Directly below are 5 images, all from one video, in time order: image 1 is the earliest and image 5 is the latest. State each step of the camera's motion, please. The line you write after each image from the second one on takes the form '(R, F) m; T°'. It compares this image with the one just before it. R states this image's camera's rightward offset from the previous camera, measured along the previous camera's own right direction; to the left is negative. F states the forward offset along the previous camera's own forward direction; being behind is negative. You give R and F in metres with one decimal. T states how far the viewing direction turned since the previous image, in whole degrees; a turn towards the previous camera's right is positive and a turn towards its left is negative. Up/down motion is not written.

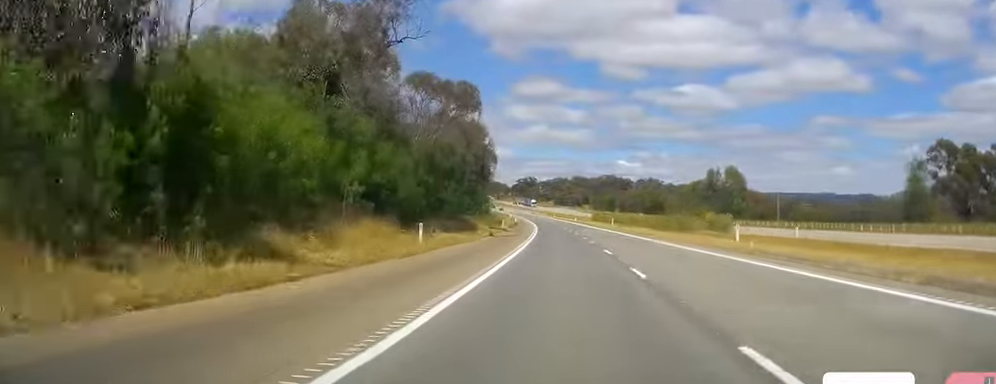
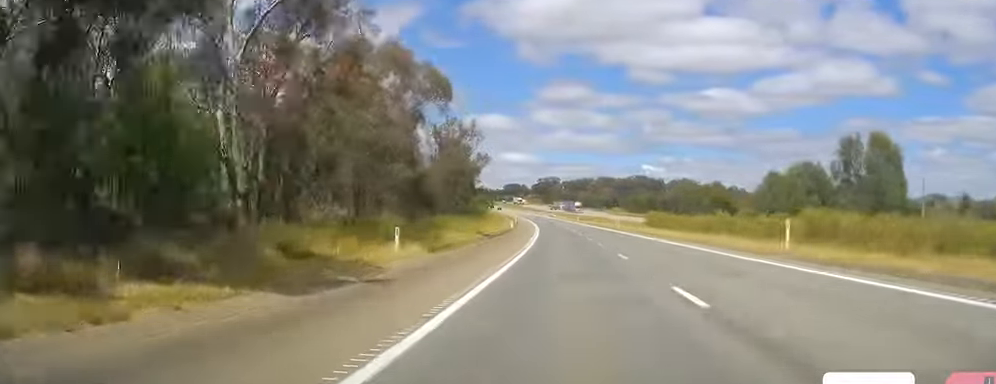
(-1.2, +65.6) m; -1°
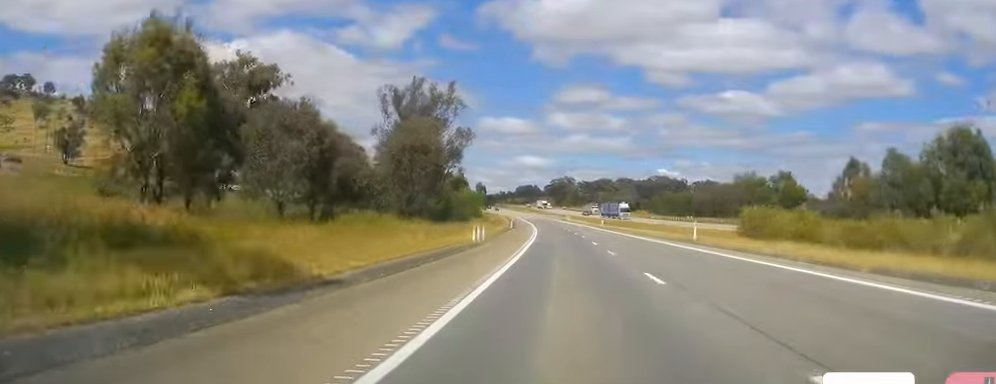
(-0.8, +44.7) m; -1°
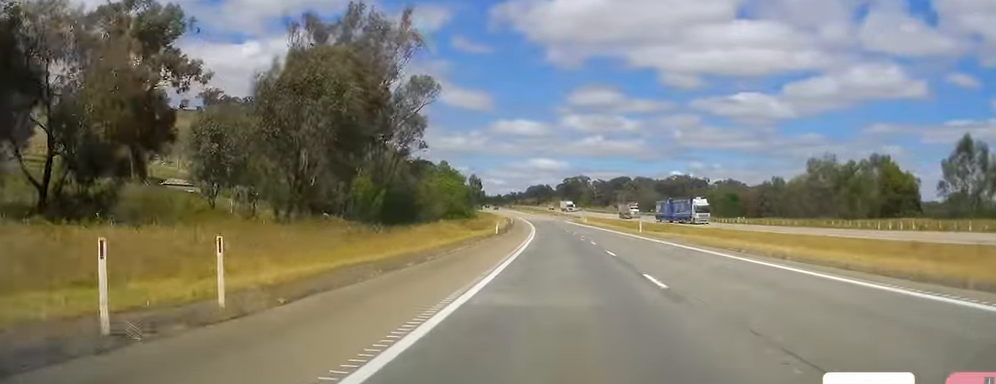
(-0.1, +37.1) m; -2°
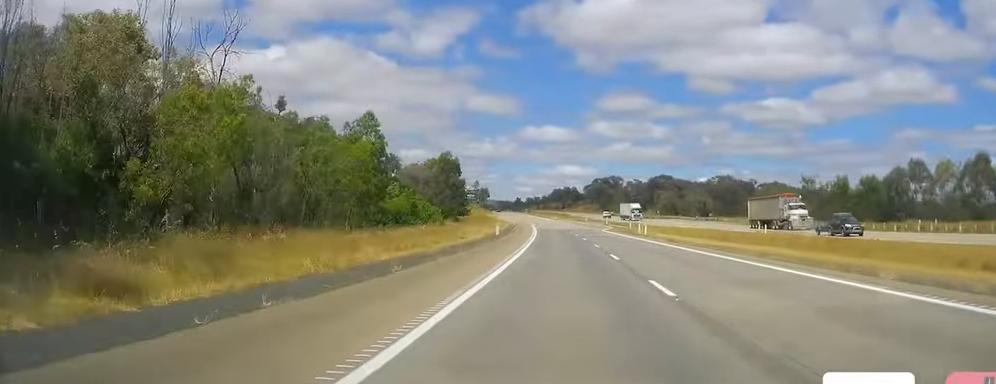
(-1.5, +60.6) m; -2°
